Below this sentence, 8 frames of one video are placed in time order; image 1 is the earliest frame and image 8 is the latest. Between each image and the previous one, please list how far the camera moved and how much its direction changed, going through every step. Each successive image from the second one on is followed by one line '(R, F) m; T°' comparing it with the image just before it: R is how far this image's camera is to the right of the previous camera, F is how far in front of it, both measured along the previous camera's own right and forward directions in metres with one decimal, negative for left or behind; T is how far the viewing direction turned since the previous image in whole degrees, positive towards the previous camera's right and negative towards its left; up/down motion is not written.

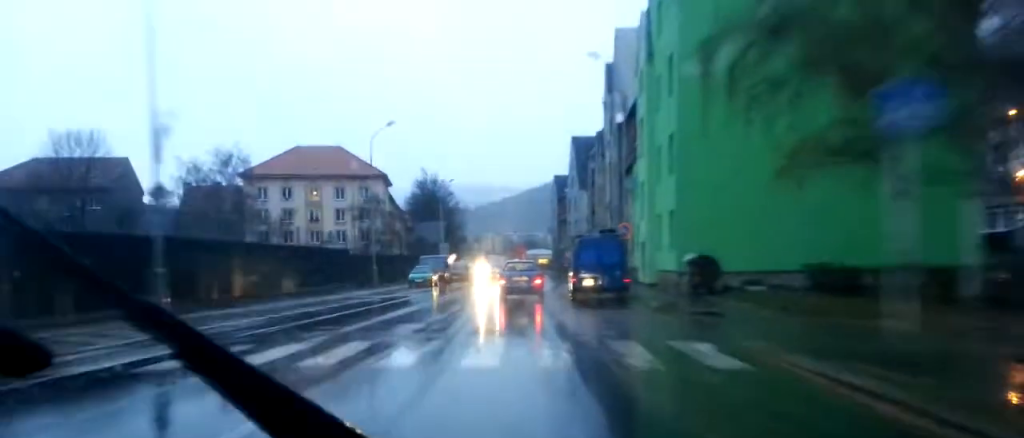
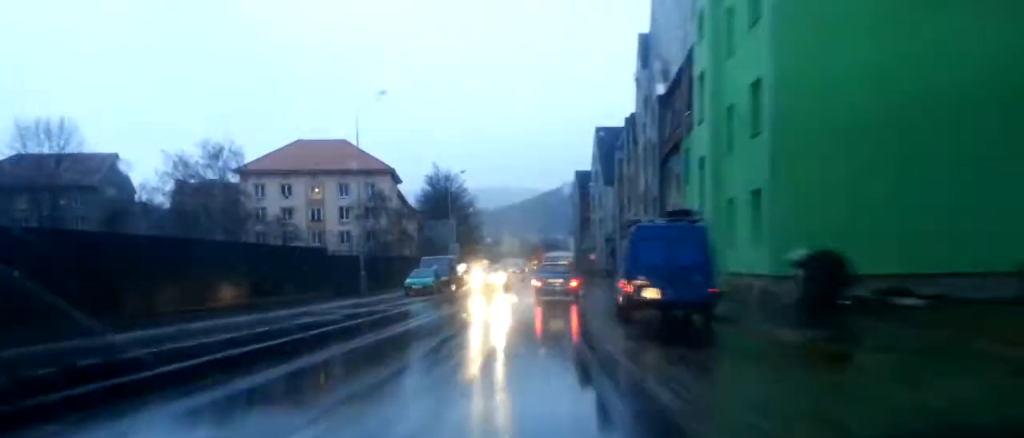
(+0.3, +9.5) m; 0°
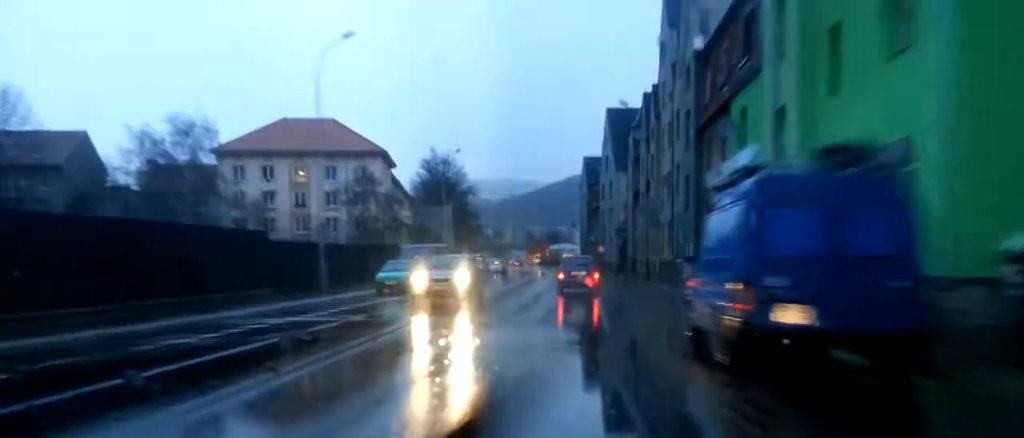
(-0.1, +8.6) m; 0°
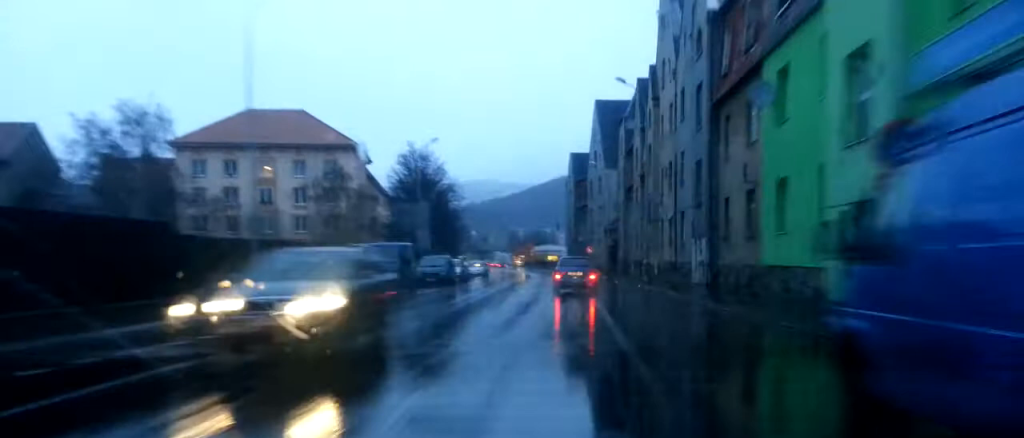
(-0.1, +6.2) m; 0°
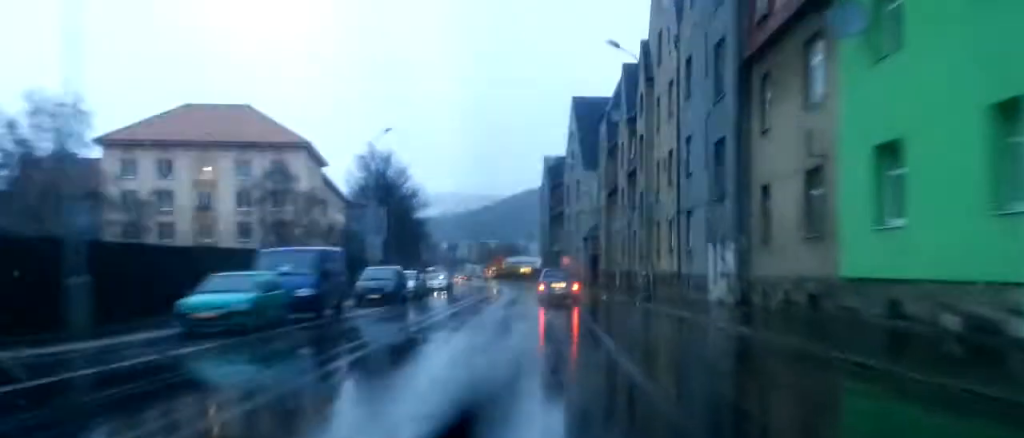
(+0.3, +8.6) m; 0°
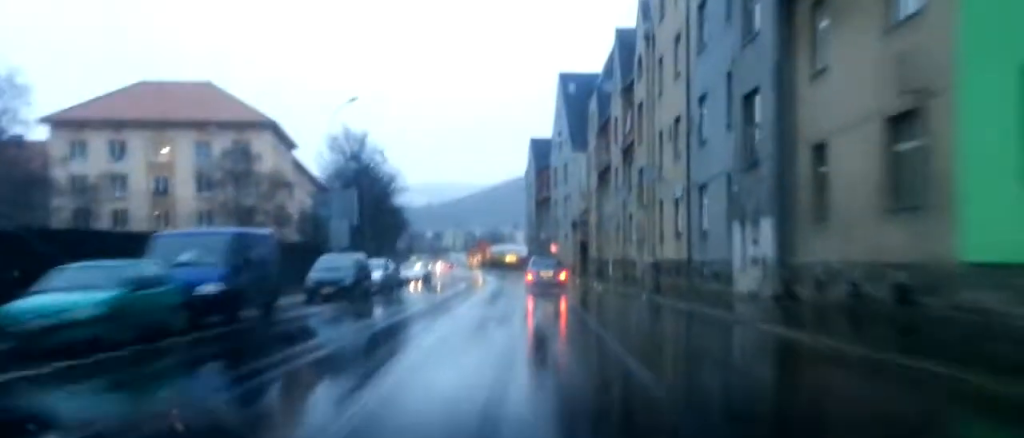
(0.0, +5.5) m; 0°
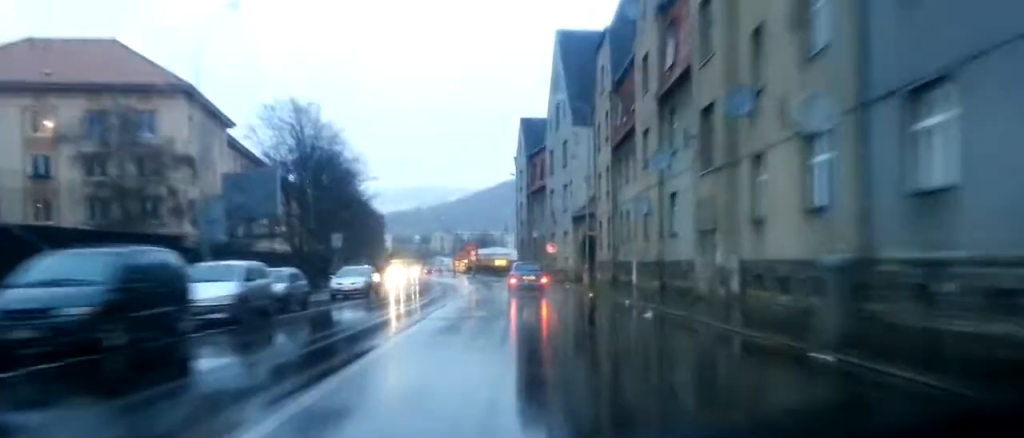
(+0.3, +16.6) m; +1°
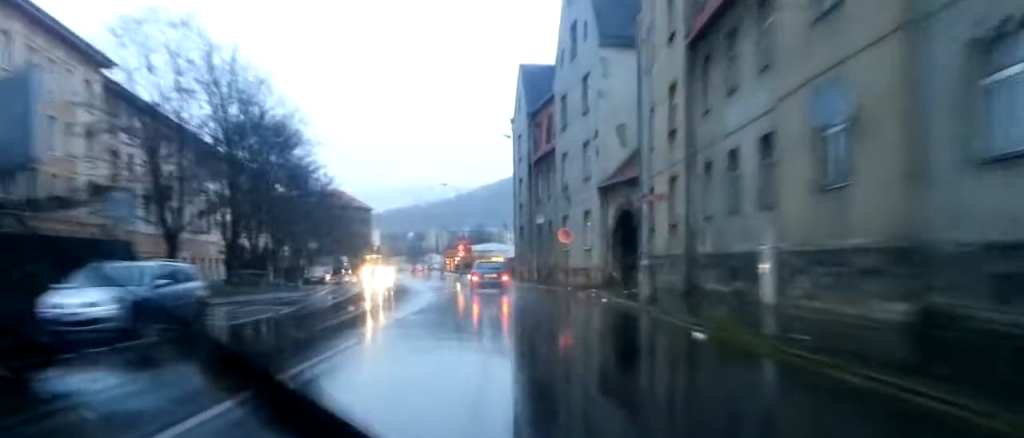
(-0.4, +21.4) m; 0°
